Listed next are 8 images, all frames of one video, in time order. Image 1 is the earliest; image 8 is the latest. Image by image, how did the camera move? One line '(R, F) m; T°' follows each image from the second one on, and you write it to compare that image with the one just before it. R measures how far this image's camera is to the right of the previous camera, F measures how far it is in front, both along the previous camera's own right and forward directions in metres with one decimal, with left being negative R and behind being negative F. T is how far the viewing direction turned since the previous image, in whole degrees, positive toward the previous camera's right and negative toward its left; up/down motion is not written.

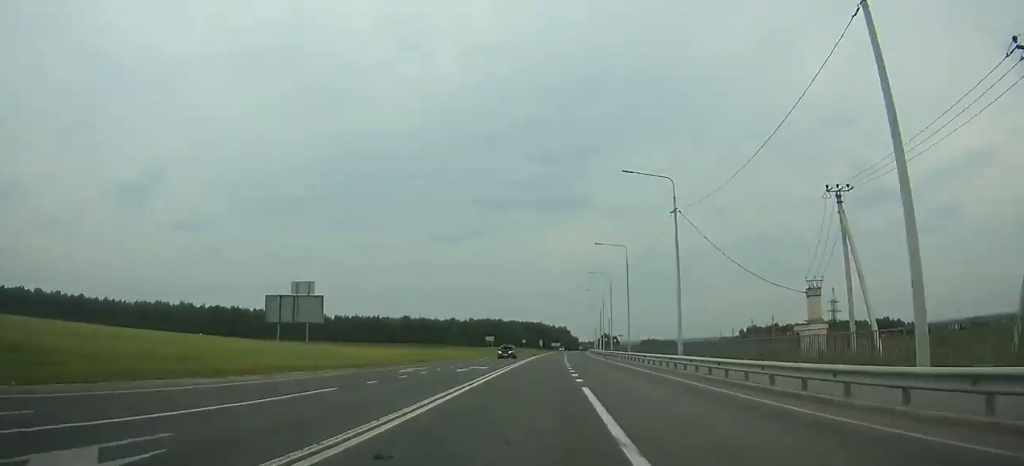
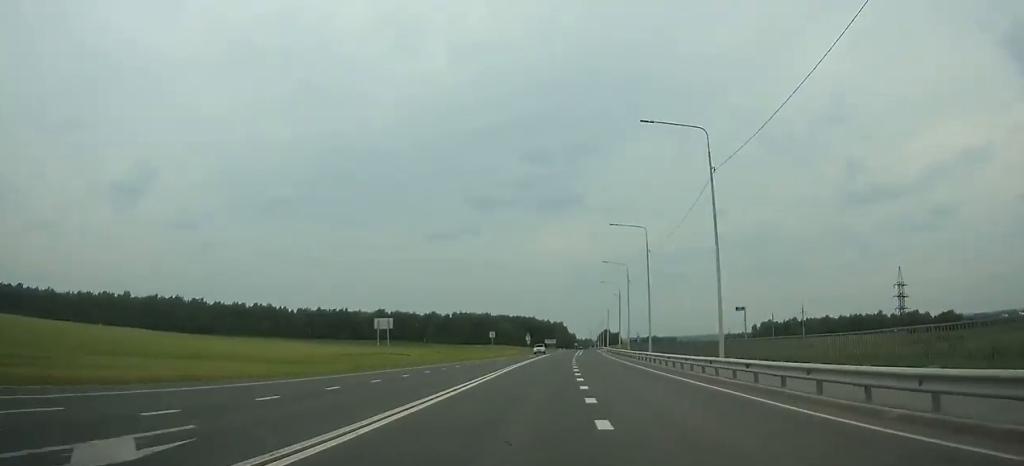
(+0.3, +60.3) m; +1°
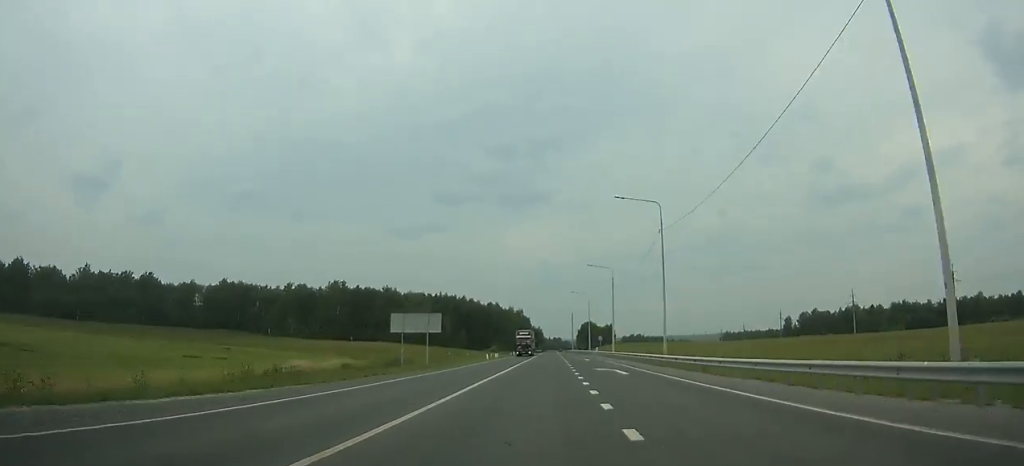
(+3.7, +169.7) m; +2°
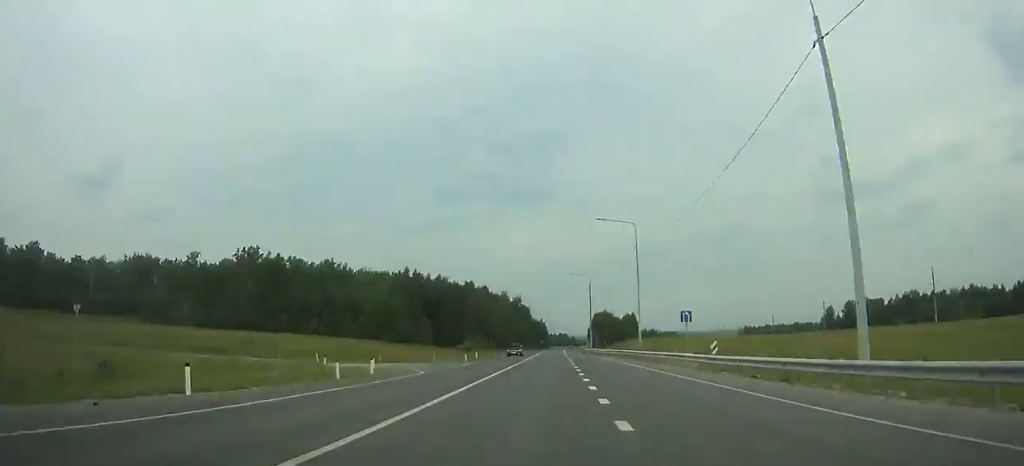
(0.0, +65.7) m; 0°
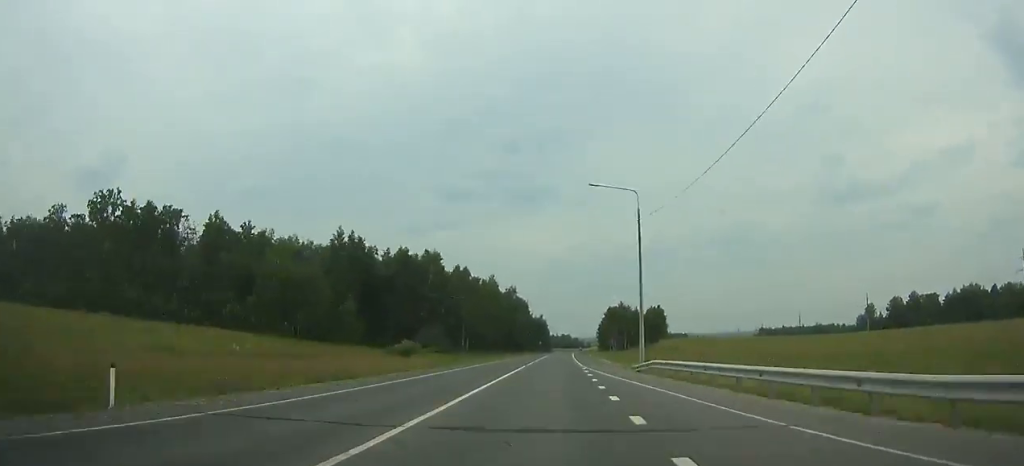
(-0.2, +51.1) m; 0°
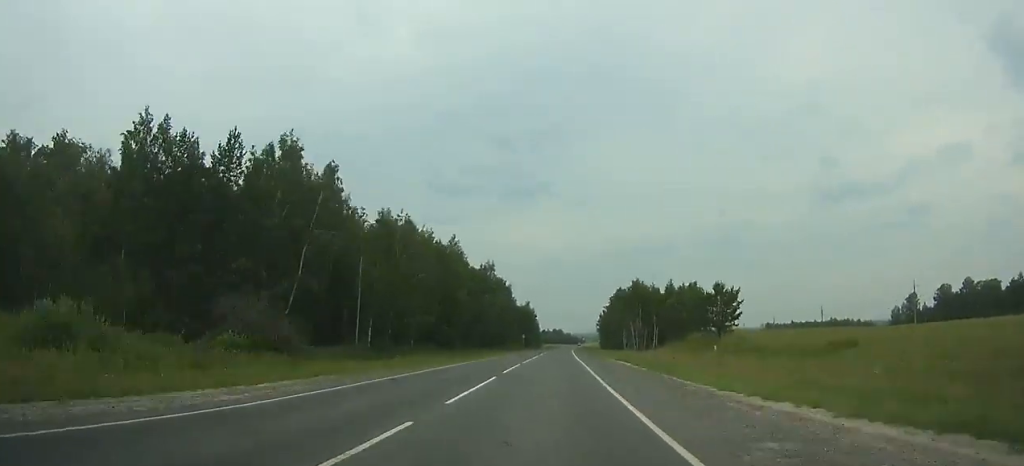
(-0.1, +54.1) m; 0°
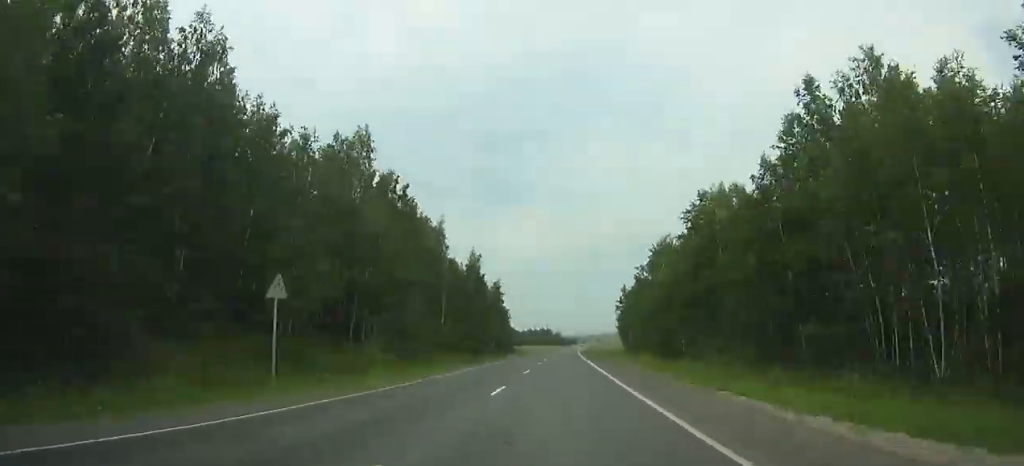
(+1.4, +104.1) m; +1°
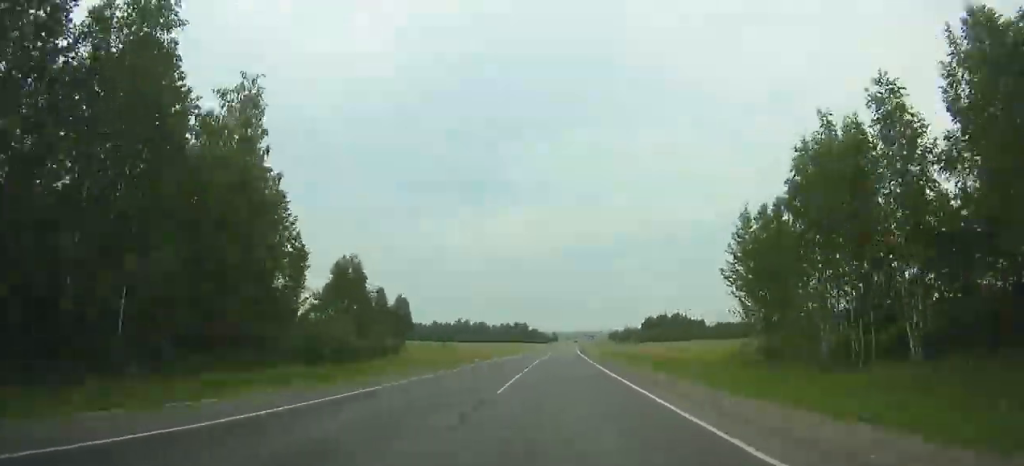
(+1.5, +106.2) m; +2°
